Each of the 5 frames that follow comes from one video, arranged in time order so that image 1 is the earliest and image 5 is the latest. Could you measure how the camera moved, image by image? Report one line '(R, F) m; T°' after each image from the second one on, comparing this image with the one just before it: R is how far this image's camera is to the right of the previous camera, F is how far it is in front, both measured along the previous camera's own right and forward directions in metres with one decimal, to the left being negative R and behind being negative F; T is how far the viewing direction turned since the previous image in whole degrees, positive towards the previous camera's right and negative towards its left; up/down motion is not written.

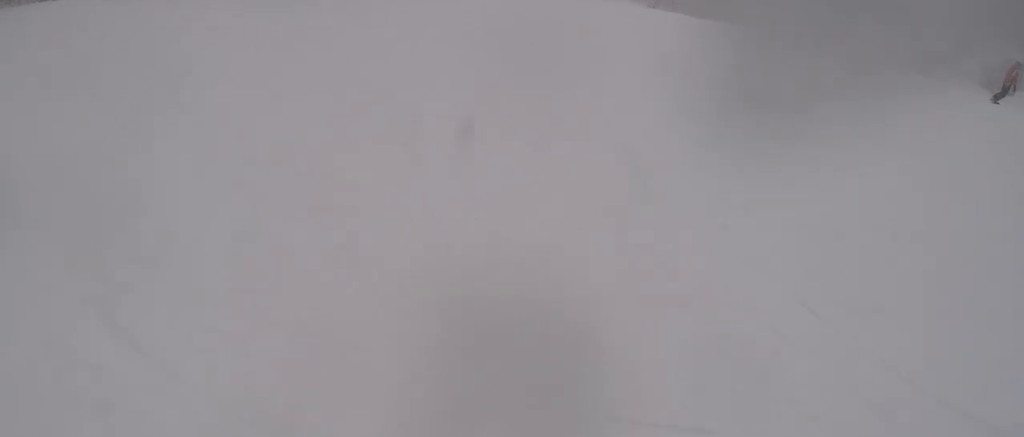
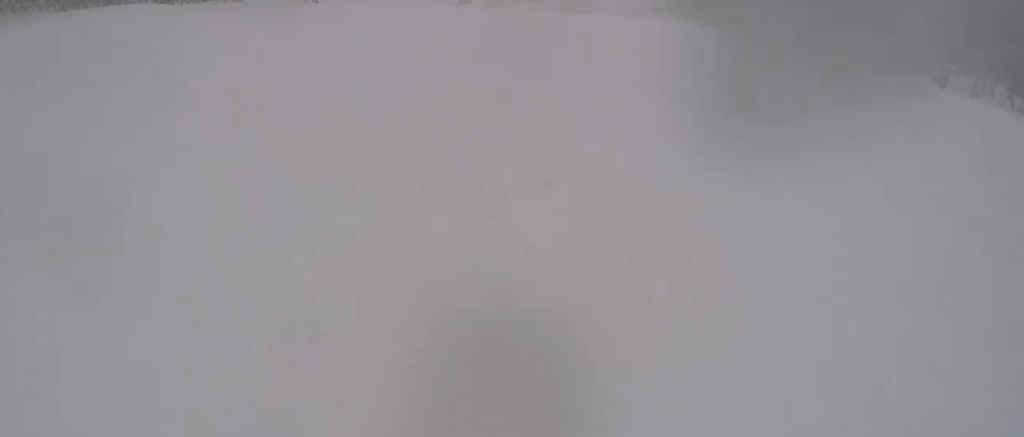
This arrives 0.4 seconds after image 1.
(-0.2, +2.1) m; -11°
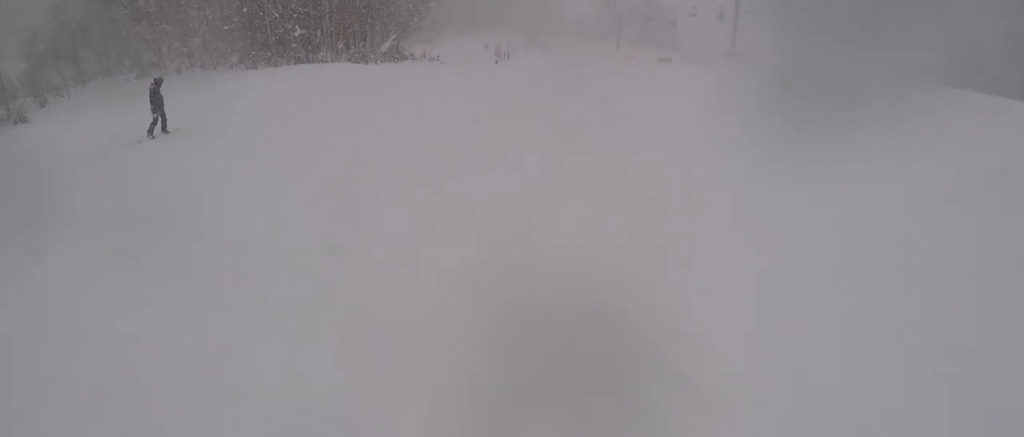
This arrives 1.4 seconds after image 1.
(-1.0, +4.4) m; -11°
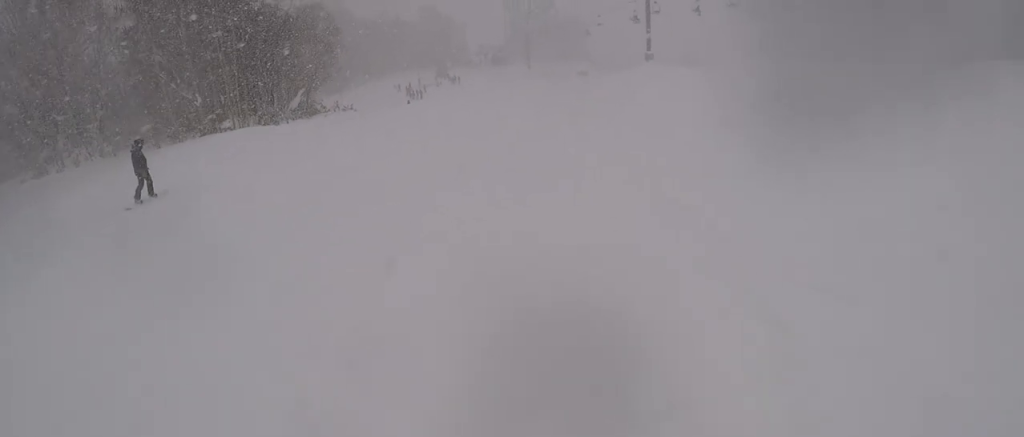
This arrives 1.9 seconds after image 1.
(-0.5, +2.7) m; +2°
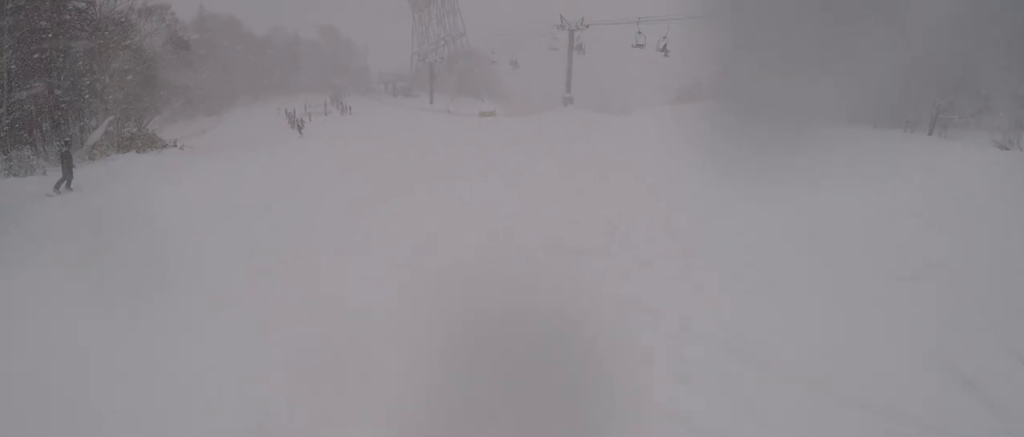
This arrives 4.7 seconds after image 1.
(+4.2, +12.0) m; +21°
